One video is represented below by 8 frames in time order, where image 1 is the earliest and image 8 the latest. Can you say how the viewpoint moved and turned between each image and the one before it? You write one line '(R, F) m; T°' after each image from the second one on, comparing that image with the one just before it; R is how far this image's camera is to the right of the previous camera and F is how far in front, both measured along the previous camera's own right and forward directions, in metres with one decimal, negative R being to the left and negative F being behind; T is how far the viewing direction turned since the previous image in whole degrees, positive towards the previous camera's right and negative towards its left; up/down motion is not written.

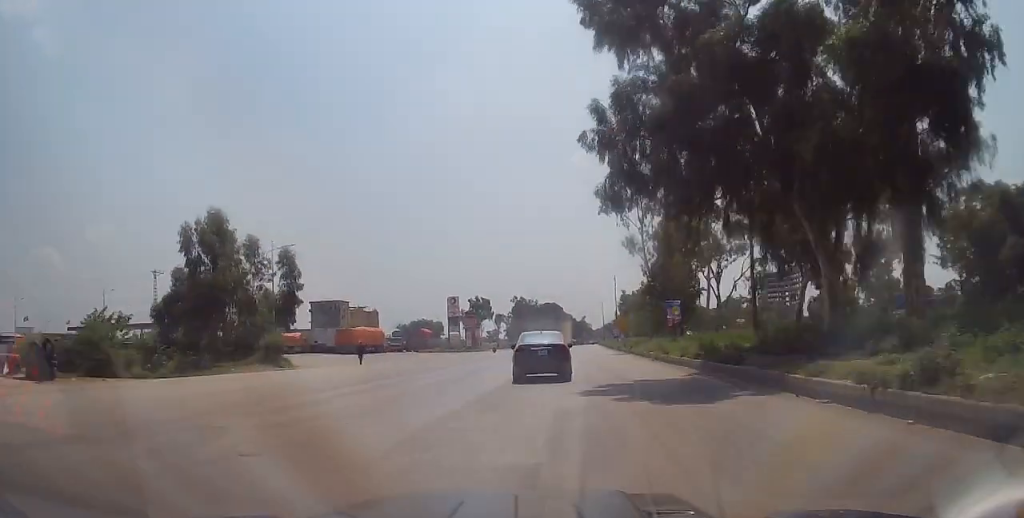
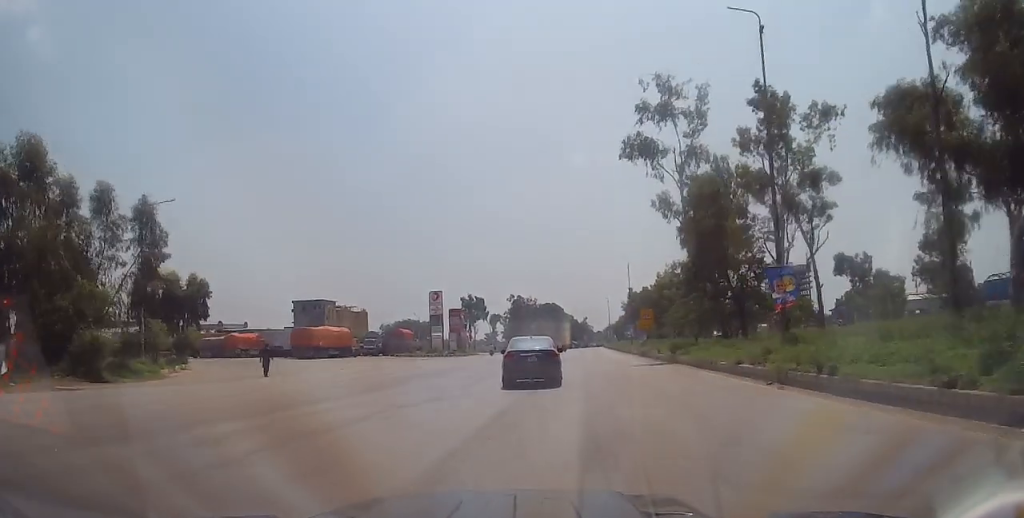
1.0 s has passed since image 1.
(-0.1, +17.3) m; 0°
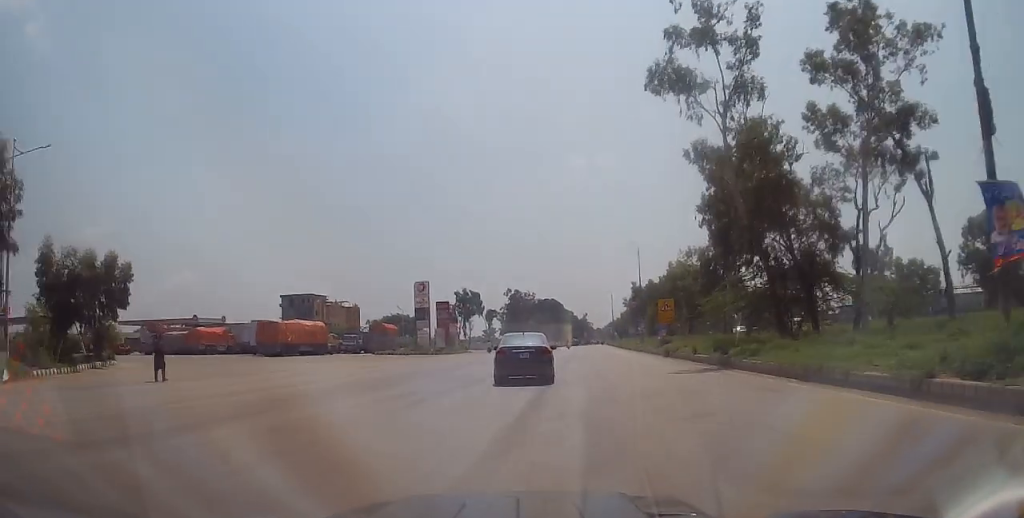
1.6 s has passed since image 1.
(+0.1, +10.1) m; +1°
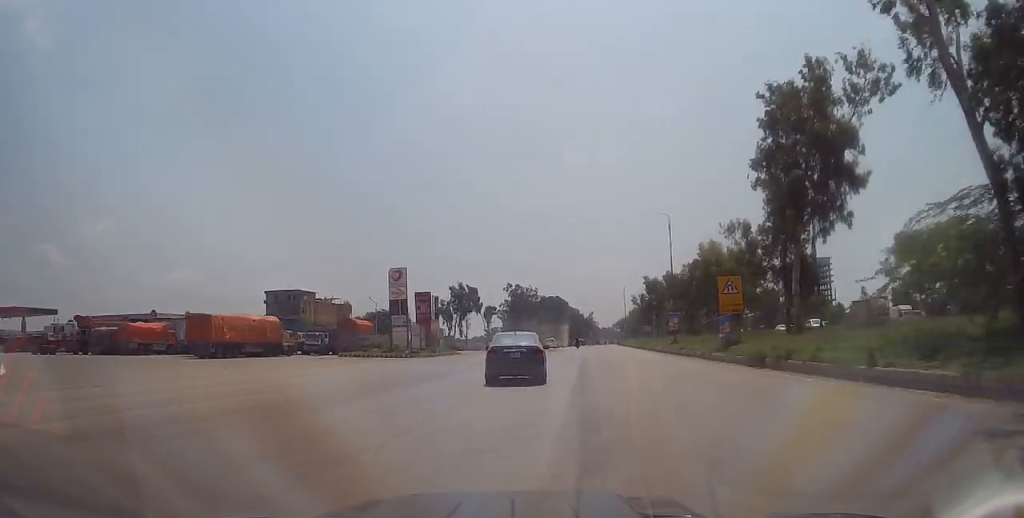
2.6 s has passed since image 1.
(0.0, +16.3) m; +1°
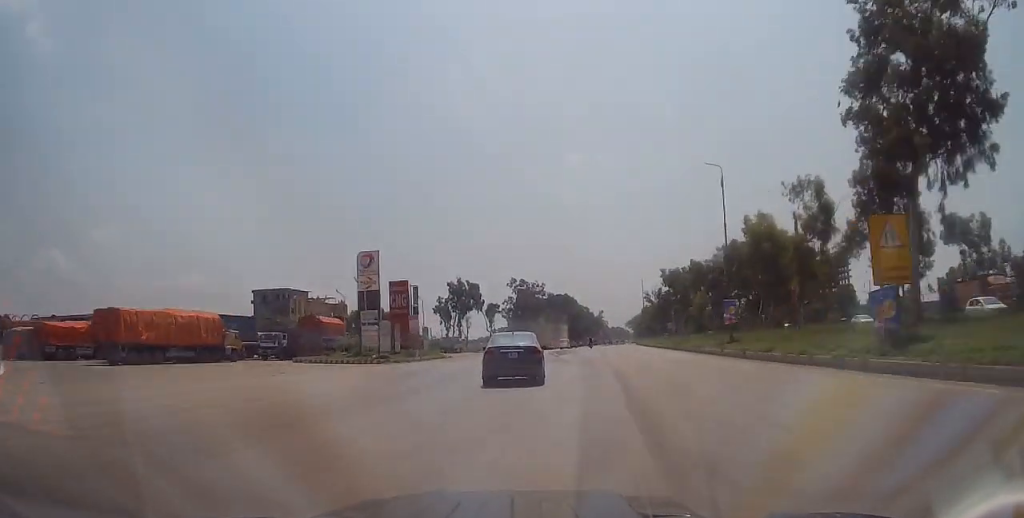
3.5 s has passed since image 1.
(+0.3, +14.9) m; -1°
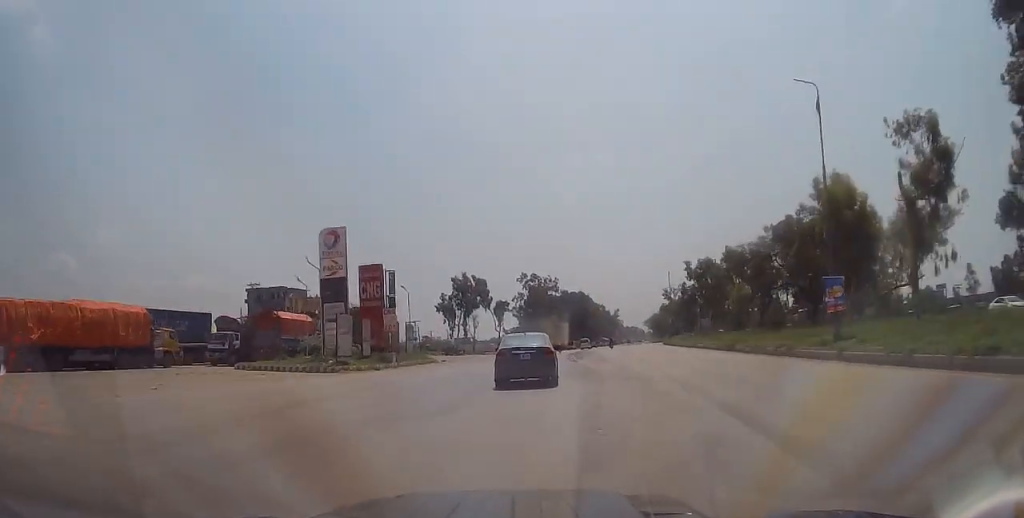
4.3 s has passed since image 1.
(-0.6, +12.9) m; -1°
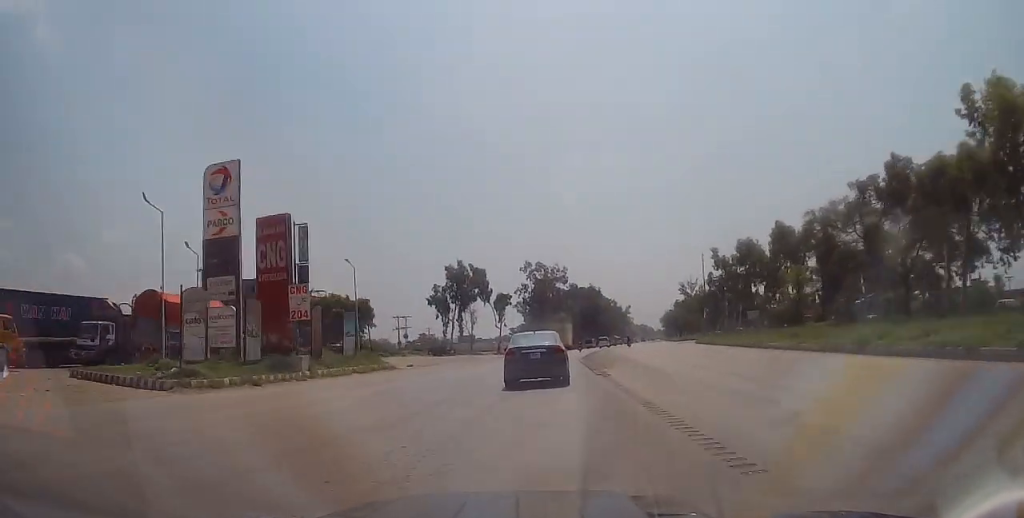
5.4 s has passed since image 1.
(+0.4, +17.4) m; -2°
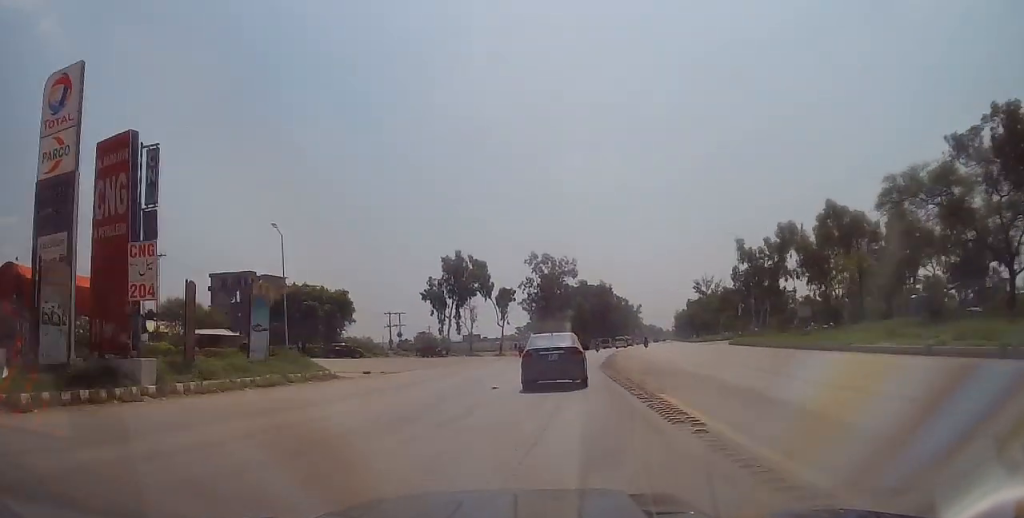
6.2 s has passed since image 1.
(-0.6, +11.8) m; -2°
